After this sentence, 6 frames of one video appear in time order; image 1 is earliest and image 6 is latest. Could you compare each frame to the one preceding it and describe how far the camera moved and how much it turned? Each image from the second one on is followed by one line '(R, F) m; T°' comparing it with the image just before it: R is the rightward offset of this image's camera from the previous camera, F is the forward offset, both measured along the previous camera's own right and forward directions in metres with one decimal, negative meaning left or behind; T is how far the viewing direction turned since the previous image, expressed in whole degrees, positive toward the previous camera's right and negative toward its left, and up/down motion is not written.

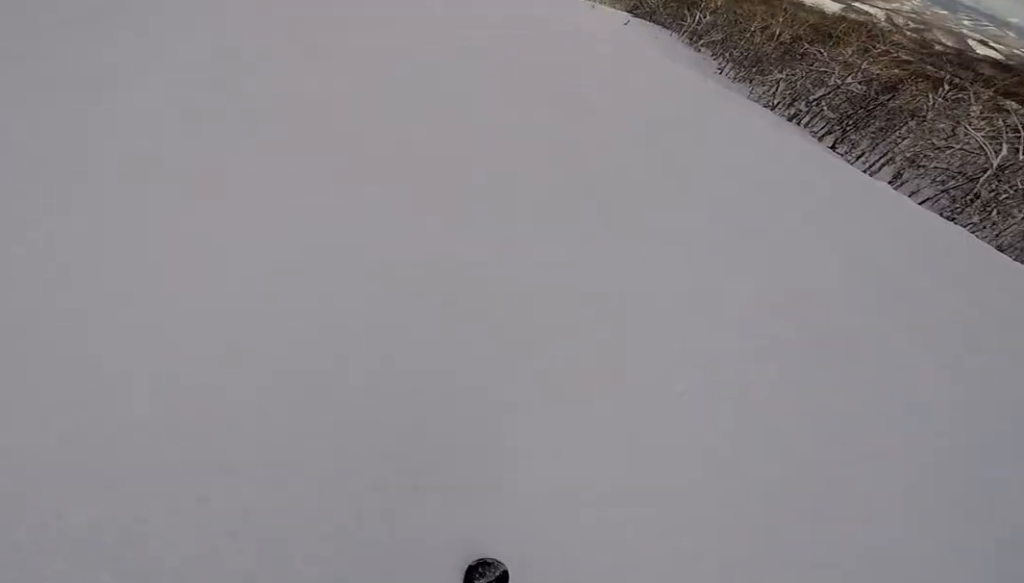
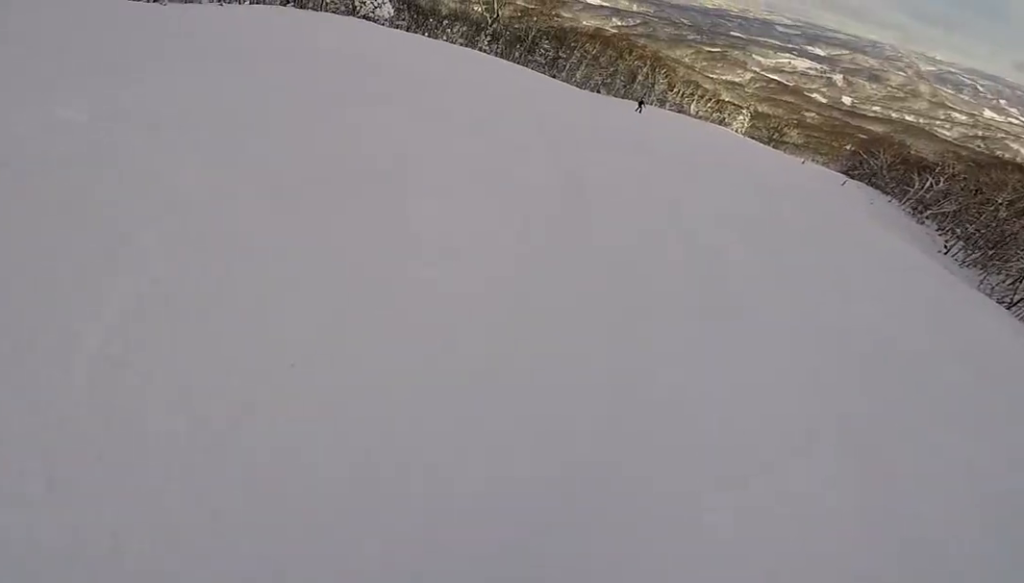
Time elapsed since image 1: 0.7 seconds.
(-0.5, +4.6) m; -9°
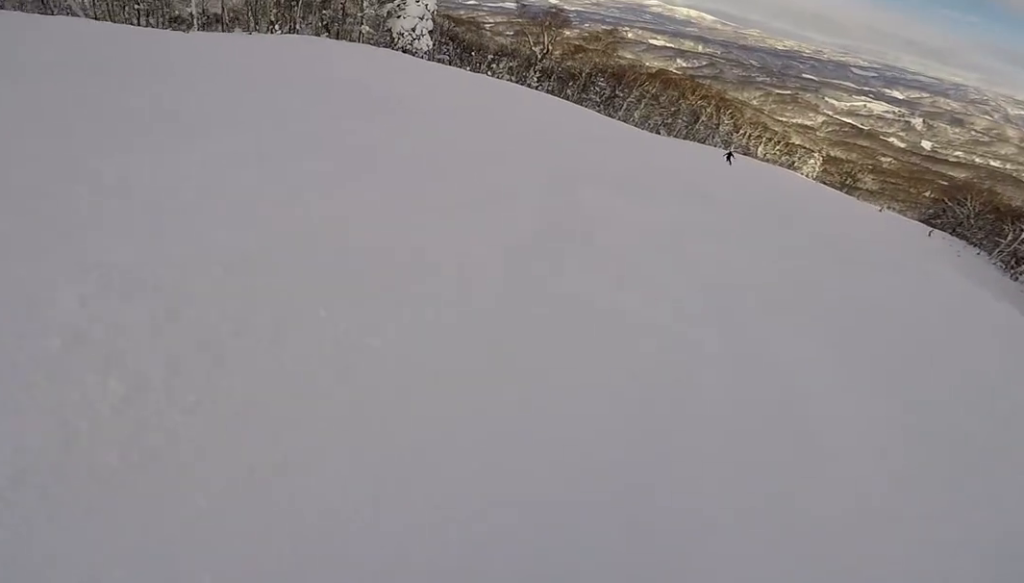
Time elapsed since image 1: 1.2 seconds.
(0.0, +3.6) m; -7°
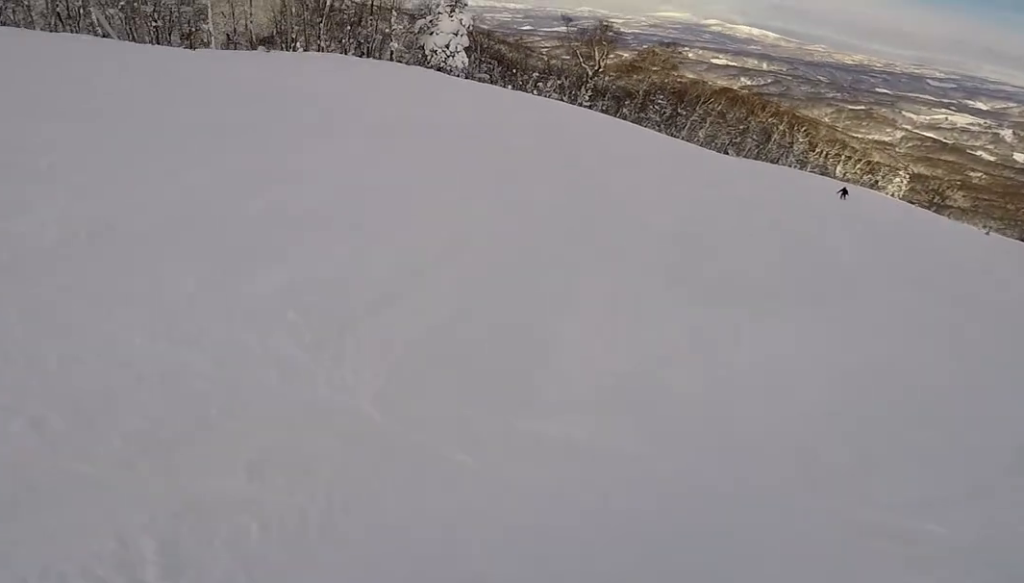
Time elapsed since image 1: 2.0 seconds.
(-0.7, +5.5) m; -14°
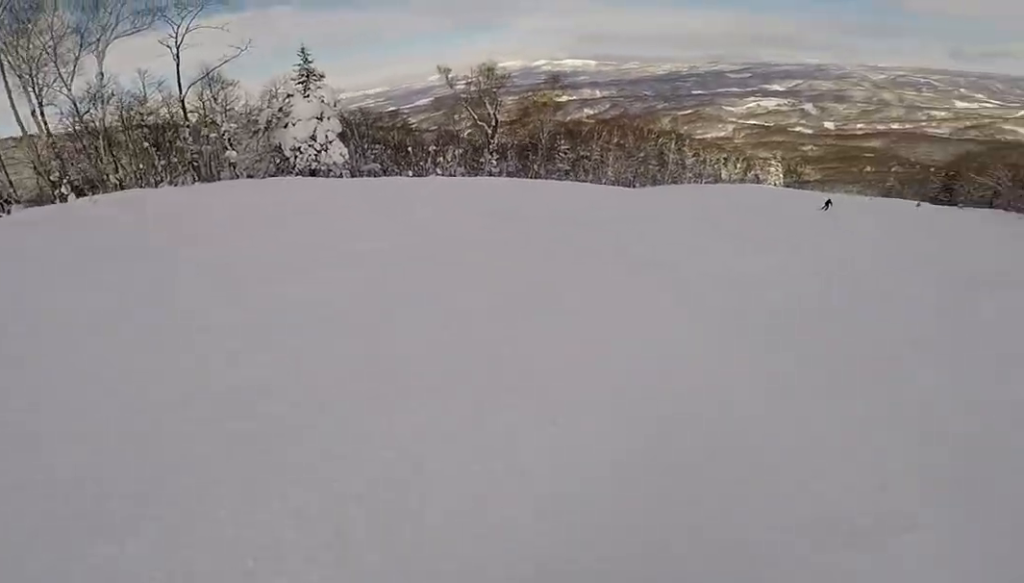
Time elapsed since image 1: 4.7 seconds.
(-4.7, +15.7) m; +3°
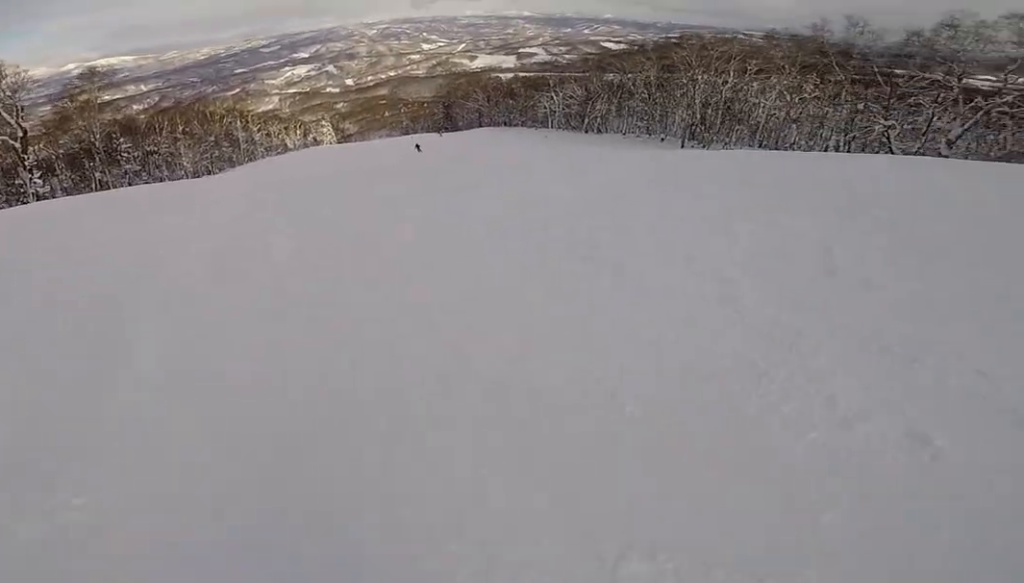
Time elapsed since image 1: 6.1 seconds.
(+3.1, +7.5) m; +48°
